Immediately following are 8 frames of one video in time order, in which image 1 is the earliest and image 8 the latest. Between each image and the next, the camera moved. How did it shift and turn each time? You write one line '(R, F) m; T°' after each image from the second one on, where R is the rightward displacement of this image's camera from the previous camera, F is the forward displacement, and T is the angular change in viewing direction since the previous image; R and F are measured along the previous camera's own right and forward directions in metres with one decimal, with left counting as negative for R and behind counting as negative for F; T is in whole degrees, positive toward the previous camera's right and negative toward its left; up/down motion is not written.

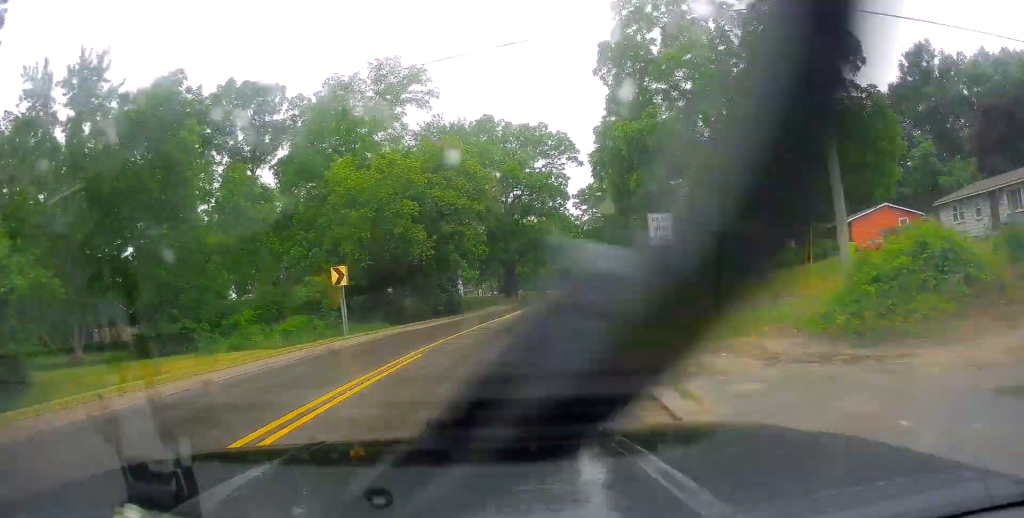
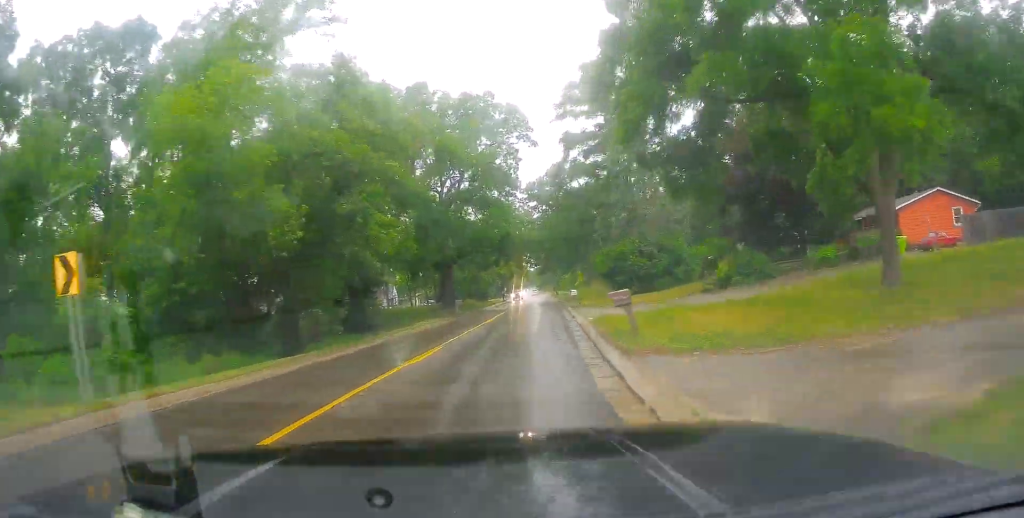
(+0.5, +14.2) m; +4°
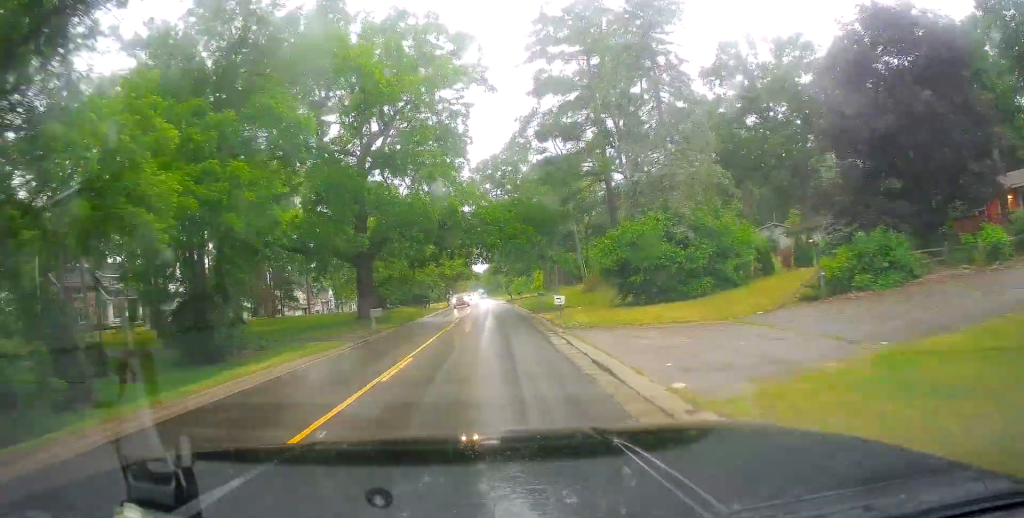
(+0.7, +17.4) m; +5°
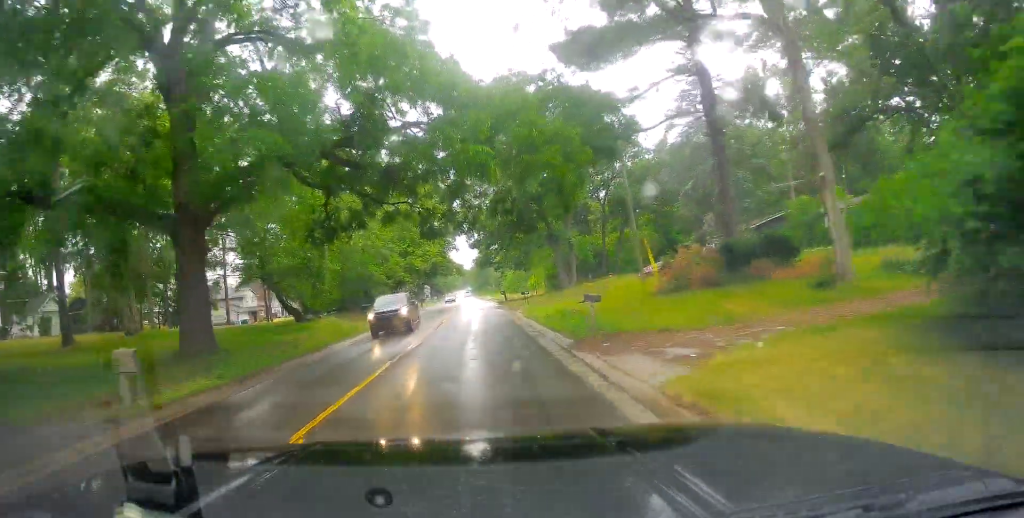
(+1.5, +23.5) m; +5°
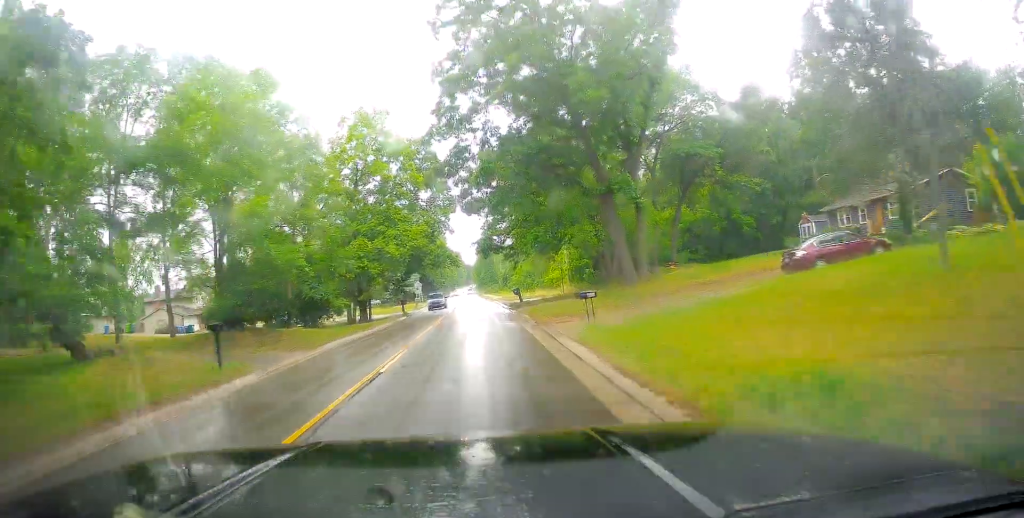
(0.0, +20.7) m; -1°
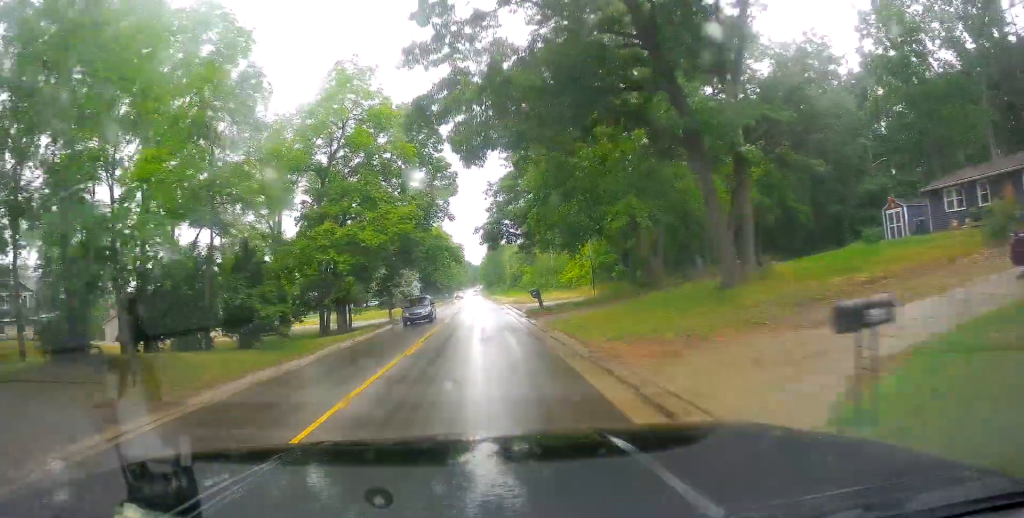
(+0.1, +11.1) m; -1°
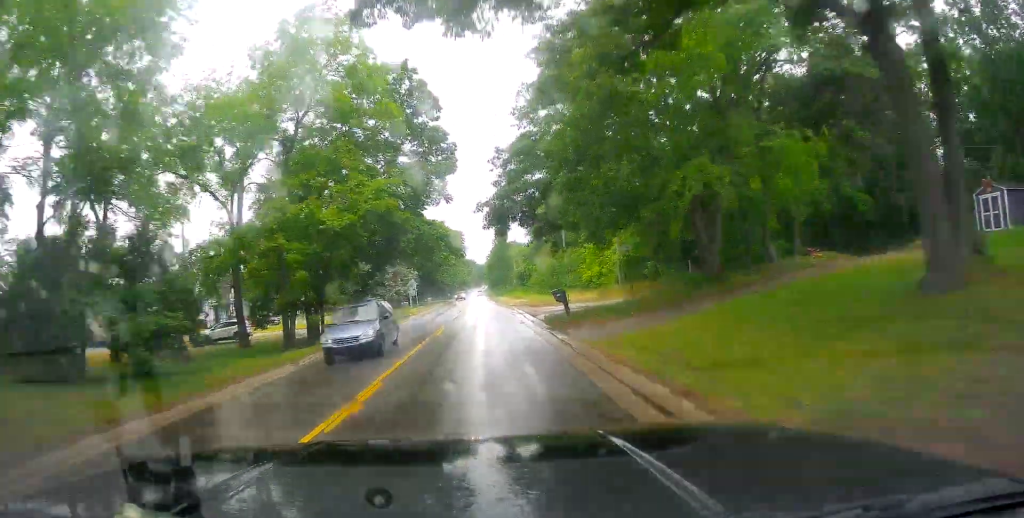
(-0.2, +9.0) m; 0°
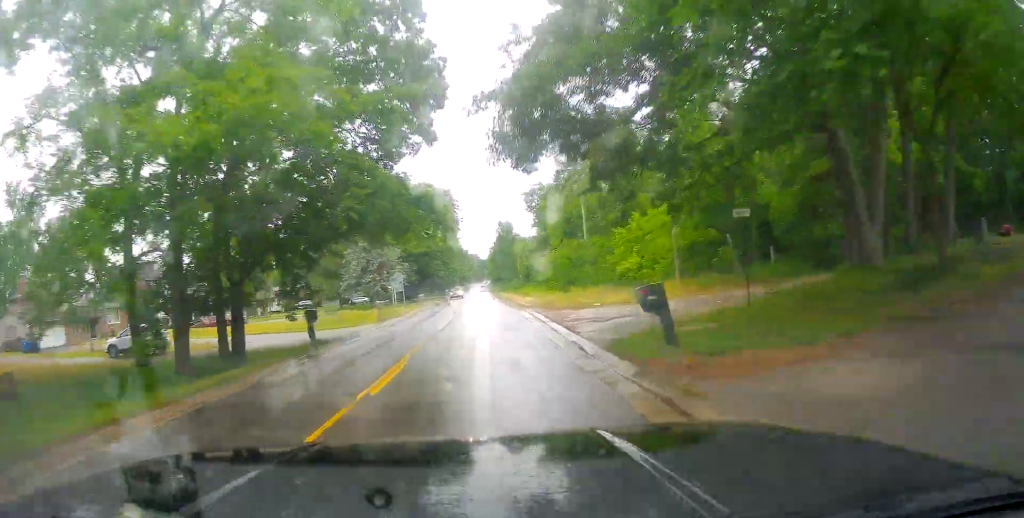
(-0.2, +13.0) m; 0°
